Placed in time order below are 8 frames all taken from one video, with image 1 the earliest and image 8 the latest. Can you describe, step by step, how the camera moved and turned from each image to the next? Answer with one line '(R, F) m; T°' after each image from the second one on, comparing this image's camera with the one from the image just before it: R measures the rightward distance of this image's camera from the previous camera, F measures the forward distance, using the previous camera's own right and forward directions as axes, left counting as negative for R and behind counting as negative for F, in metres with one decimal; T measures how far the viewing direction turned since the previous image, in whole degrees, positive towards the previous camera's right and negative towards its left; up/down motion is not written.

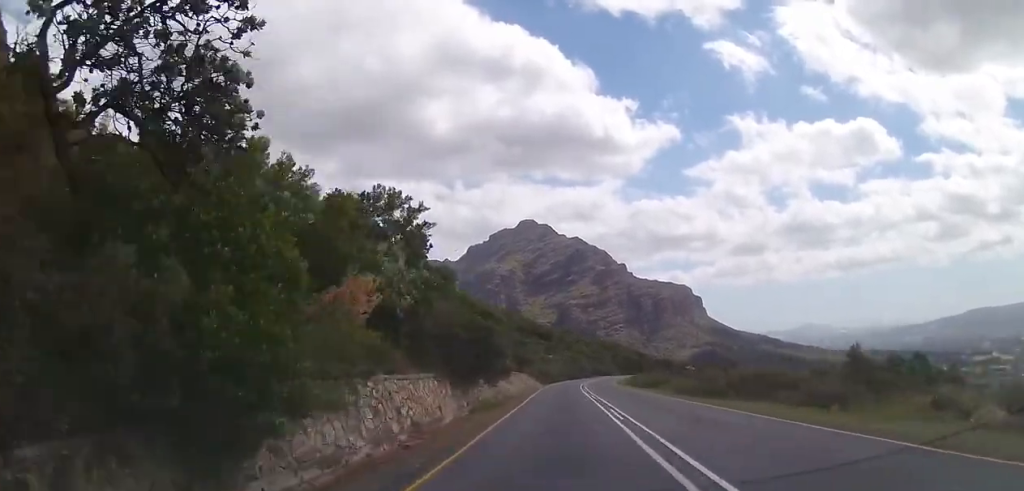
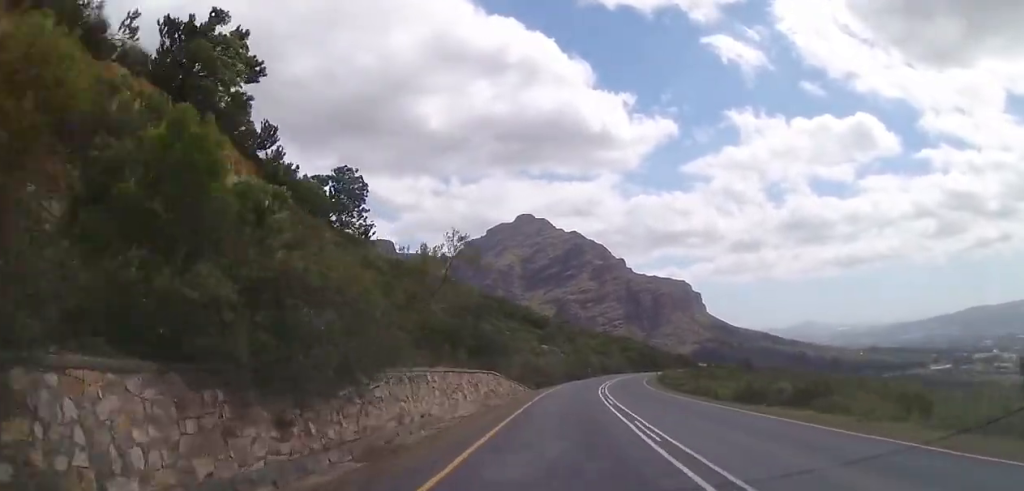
(+0.2, +29.9) m; +1°
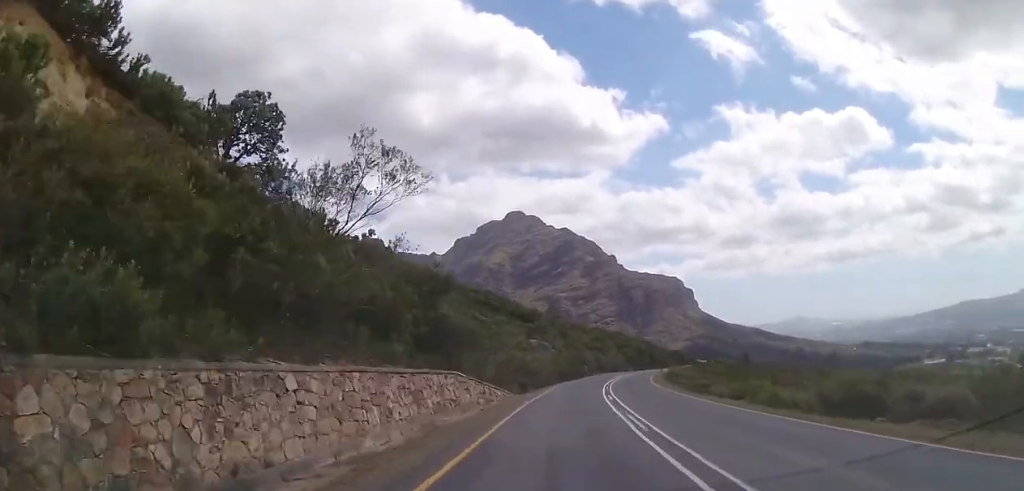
(0.0, +10.4) m; +1°
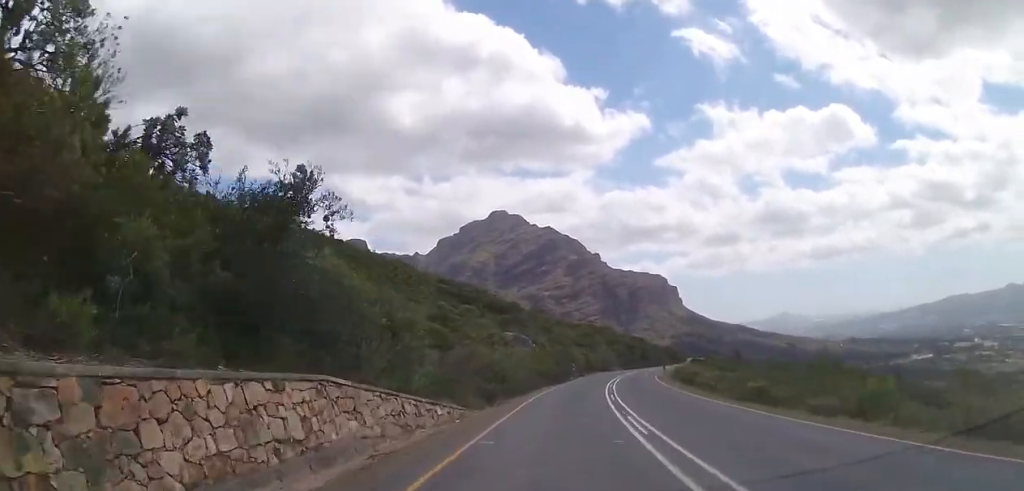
(-0.3, +12.7) m; +2°
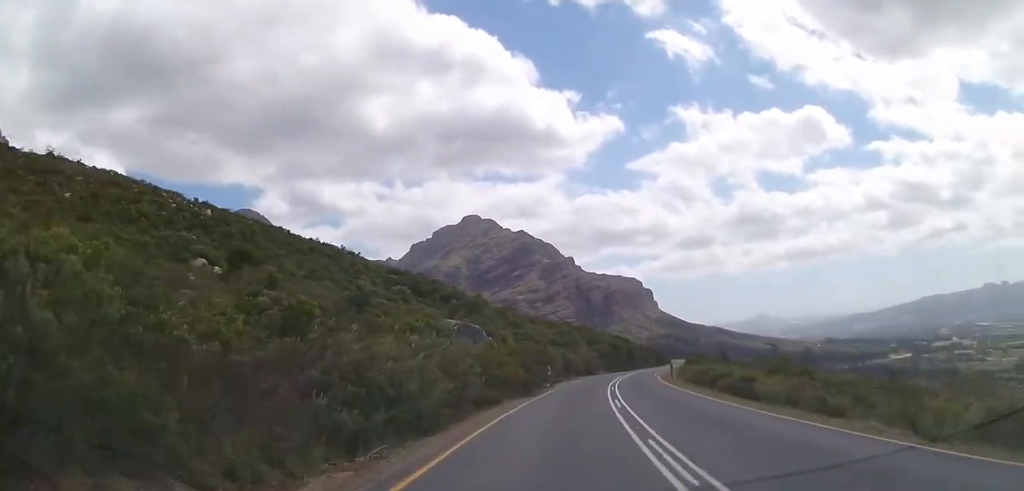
(+0.8, +16.8) m; +2°
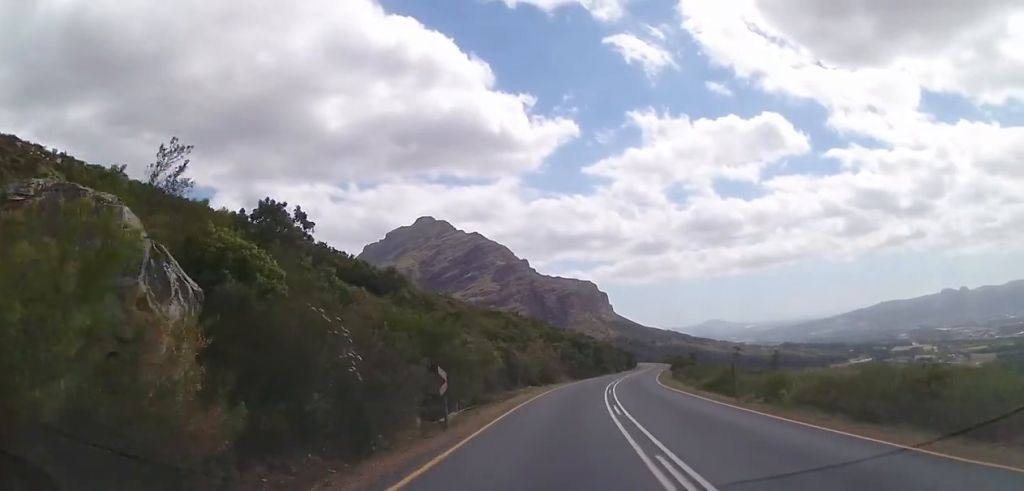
(+0.6, +26.7) m; +4°
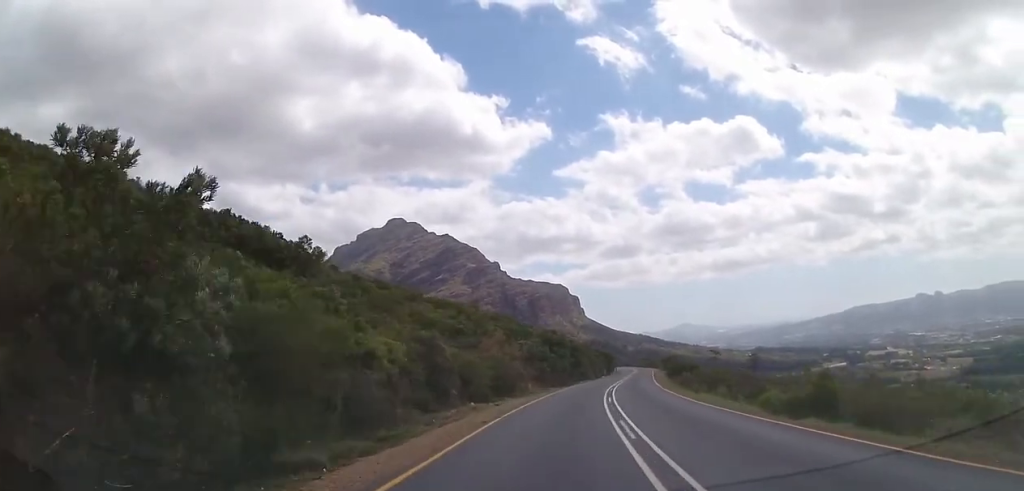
(+0.4, +17.1) m; +3°
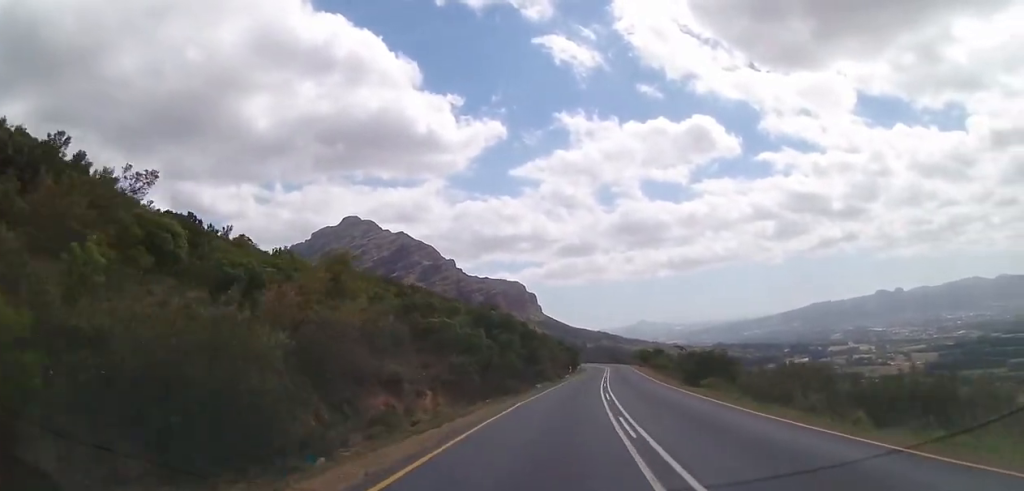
(+1.1, +25.3) m; +4°
